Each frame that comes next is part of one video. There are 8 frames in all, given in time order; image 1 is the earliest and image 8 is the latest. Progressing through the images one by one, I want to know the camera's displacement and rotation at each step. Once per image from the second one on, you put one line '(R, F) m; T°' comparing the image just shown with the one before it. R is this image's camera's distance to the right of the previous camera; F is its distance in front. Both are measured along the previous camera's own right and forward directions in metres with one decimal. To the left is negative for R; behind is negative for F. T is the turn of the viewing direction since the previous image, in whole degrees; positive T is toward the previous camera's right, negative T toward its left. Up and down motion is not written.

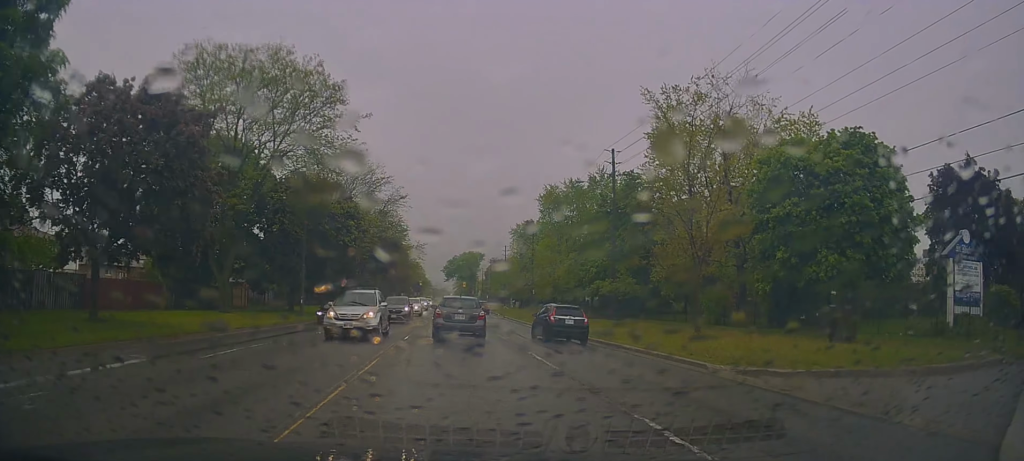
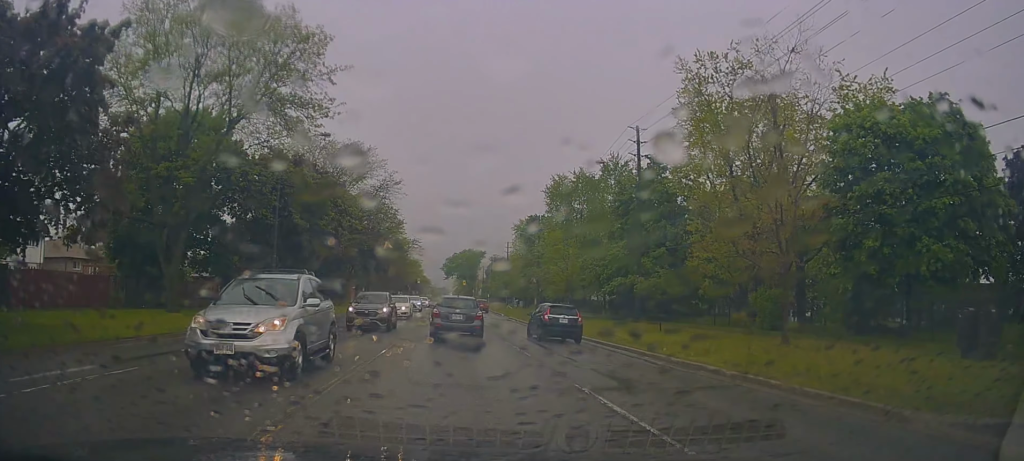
(0.0, +7.1) m; -1°
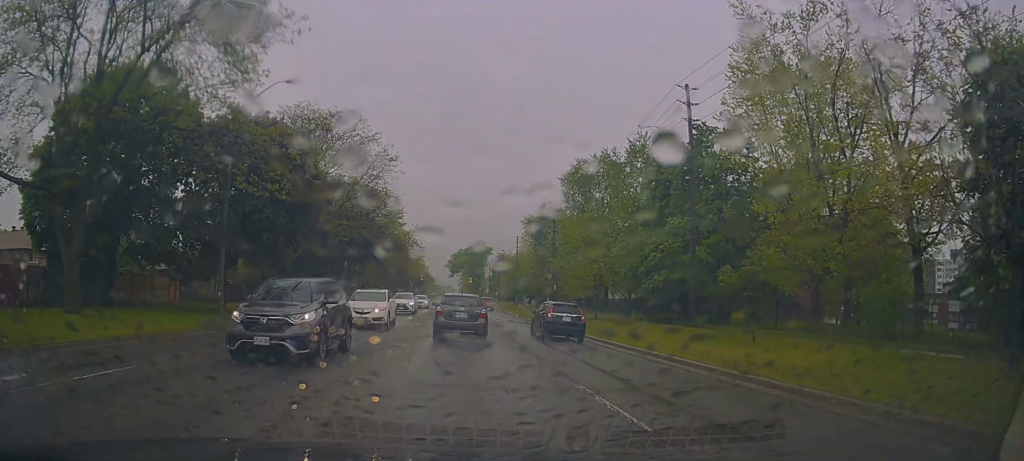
(-0.1, +8.9) m; -1°
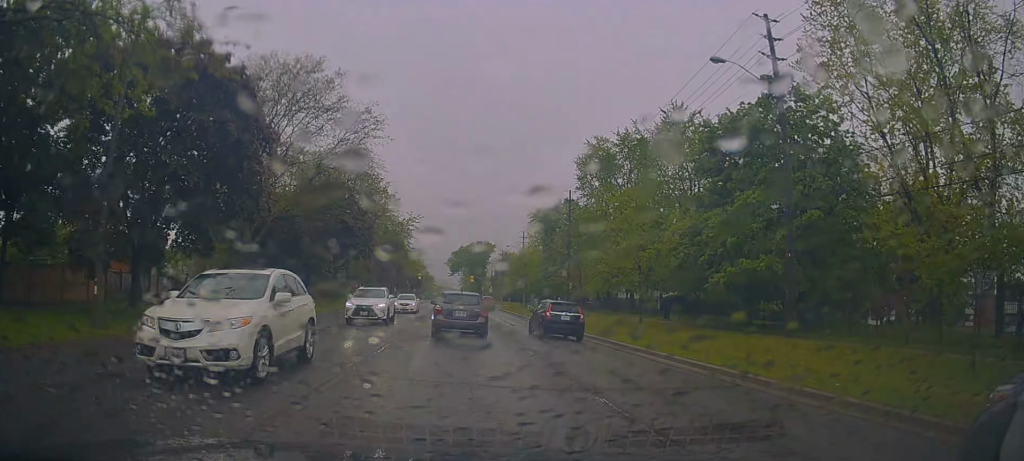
(-0.2, +10.2) m; +1°
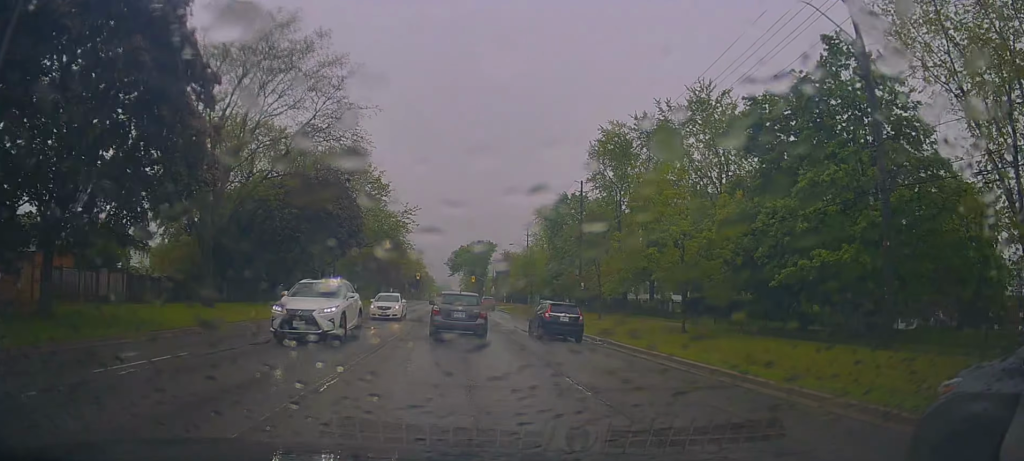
(+0.3, +6.2) m; +1°
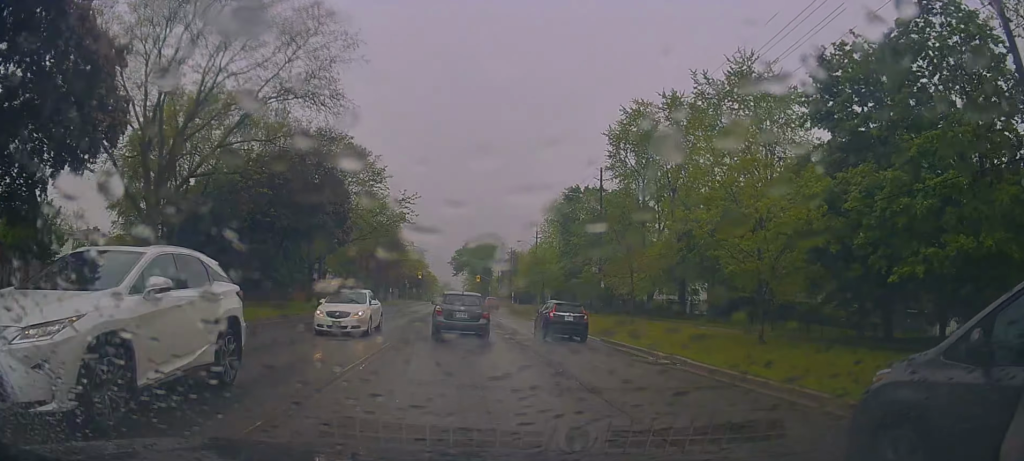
(+0.1, +7.0) m; 0°
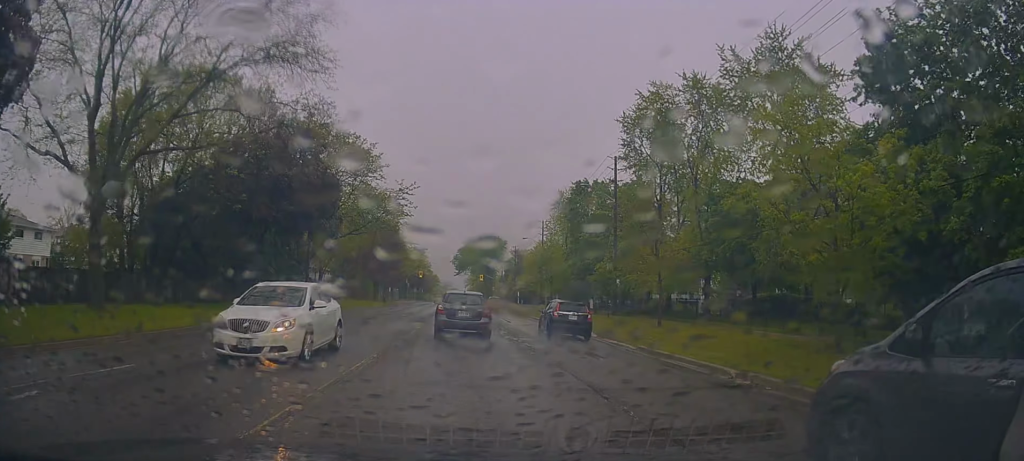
(-0.1, +4.6) m; 0°
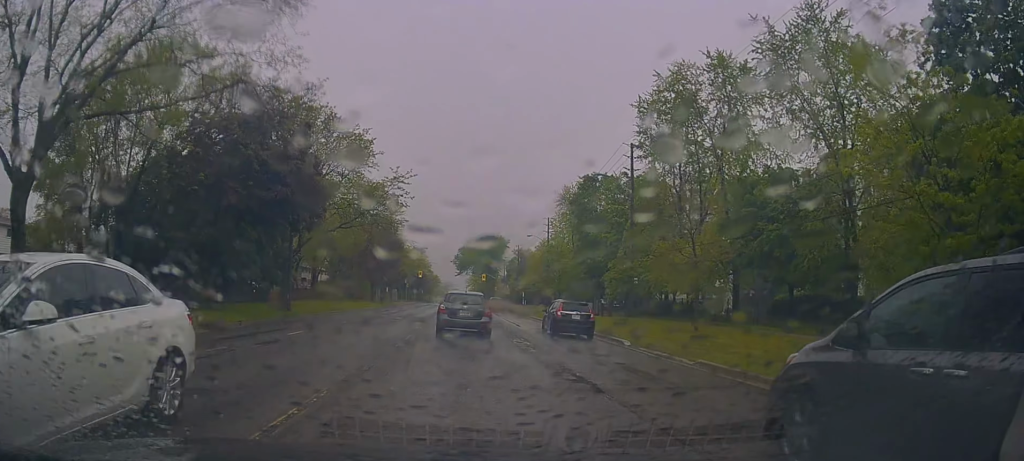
(0.0, +4.9) m; -1°
